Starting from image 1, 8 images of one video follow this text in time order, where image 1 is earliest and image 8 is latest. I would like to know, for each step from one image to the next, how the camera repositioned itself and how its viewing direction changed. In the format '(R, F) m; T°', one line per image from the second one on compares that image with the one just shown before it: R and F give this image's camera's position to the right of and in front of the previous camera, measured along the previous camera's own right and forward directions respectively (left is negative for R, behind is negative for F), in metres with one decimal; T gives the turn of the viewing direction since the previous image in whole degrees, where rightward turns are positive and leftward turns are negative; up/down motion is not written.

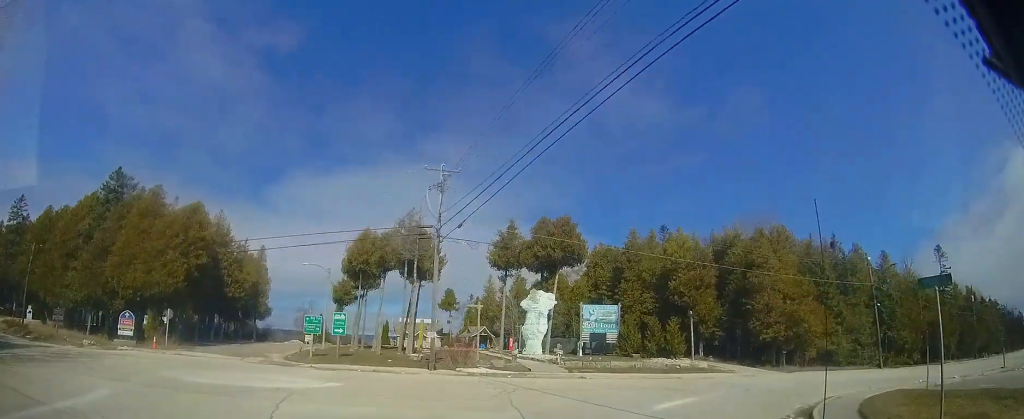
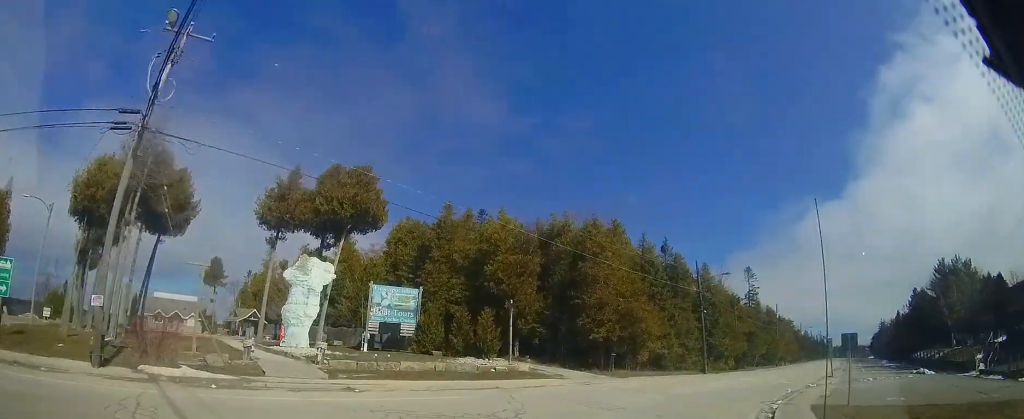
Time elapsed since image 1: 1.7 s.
(+3.6, +8.0) m; +42°
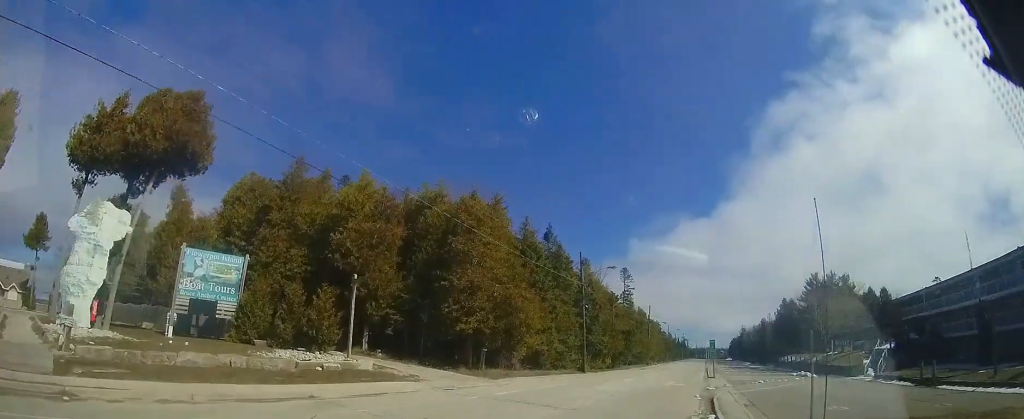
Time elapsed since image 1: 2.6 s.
(+0.8, +5.0) m; +14°
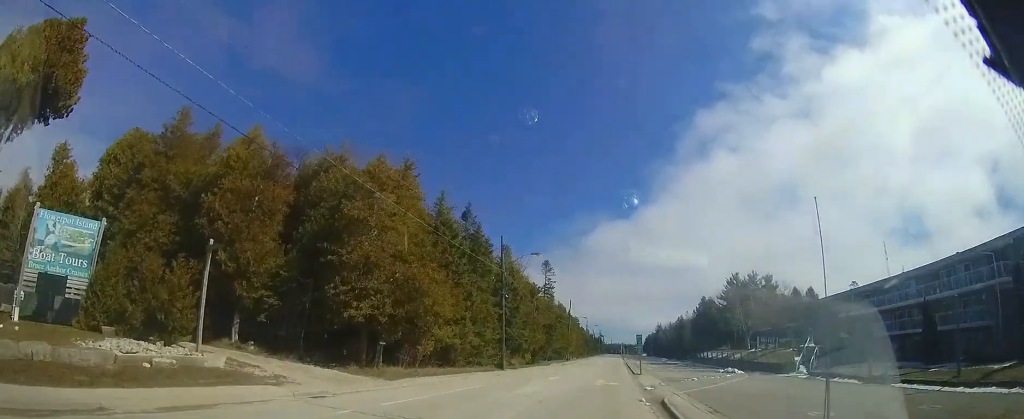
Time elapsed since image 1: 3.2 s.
(+0.3, +3.8) m; +7°
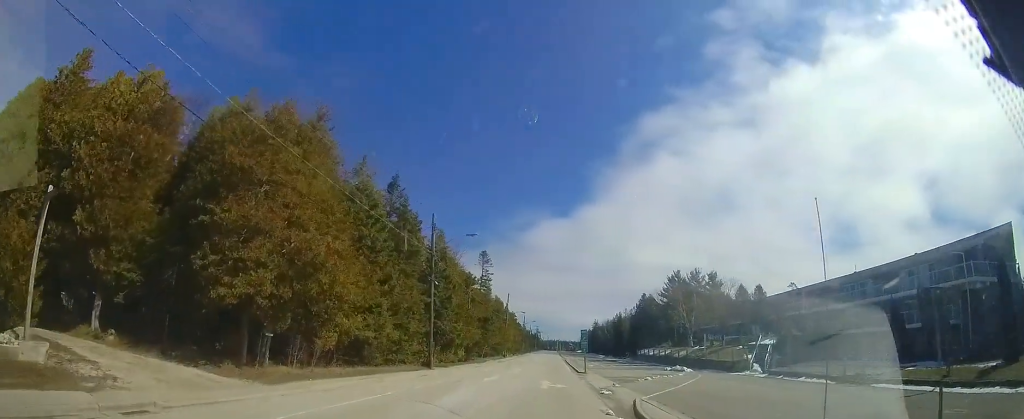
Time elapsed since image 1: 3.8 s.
(+0.1, +3.8) m; +6°
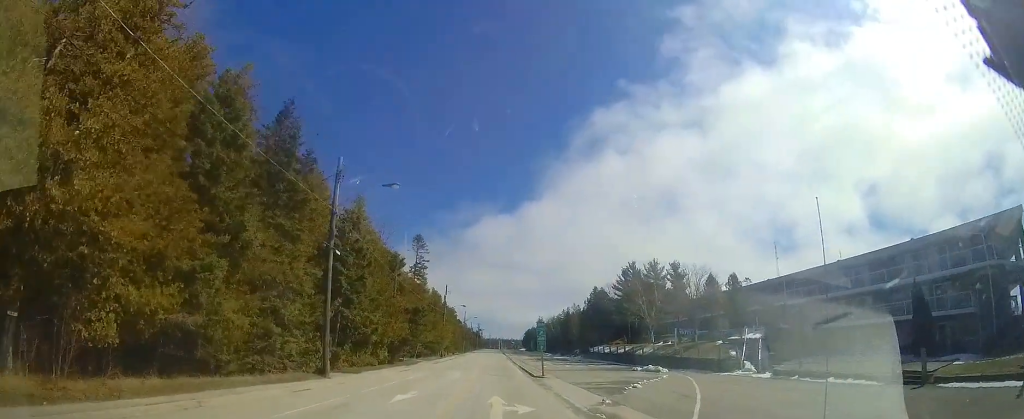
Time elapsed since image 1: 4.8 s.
(+0.6, +7.5) m; +10°
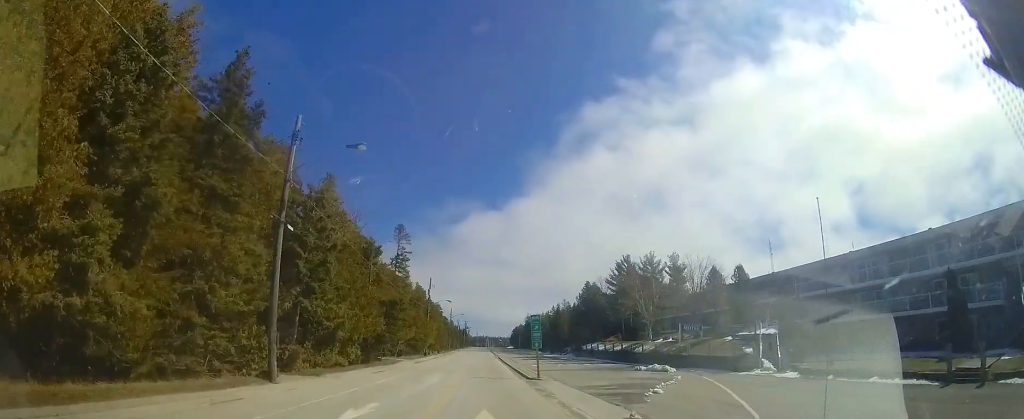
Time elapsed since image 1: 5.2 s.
(+0.2, +3.5) m; +4°
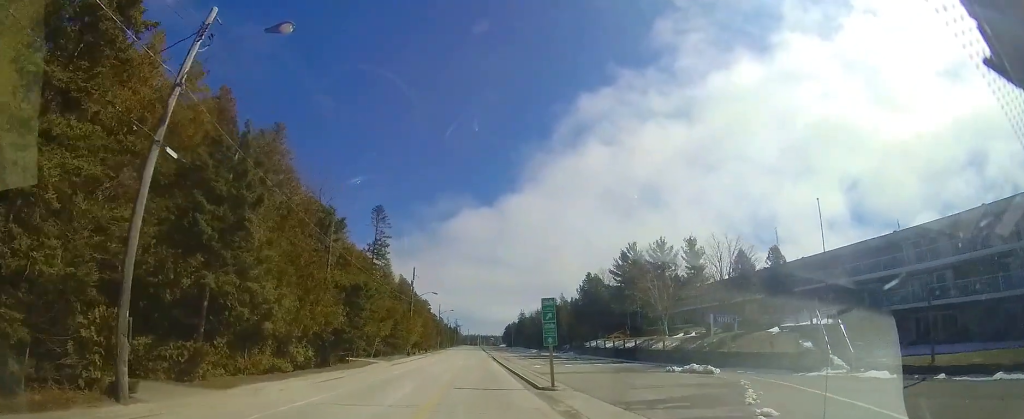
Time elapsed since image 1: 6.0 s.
(+0.3, +6.5) m; +6°
